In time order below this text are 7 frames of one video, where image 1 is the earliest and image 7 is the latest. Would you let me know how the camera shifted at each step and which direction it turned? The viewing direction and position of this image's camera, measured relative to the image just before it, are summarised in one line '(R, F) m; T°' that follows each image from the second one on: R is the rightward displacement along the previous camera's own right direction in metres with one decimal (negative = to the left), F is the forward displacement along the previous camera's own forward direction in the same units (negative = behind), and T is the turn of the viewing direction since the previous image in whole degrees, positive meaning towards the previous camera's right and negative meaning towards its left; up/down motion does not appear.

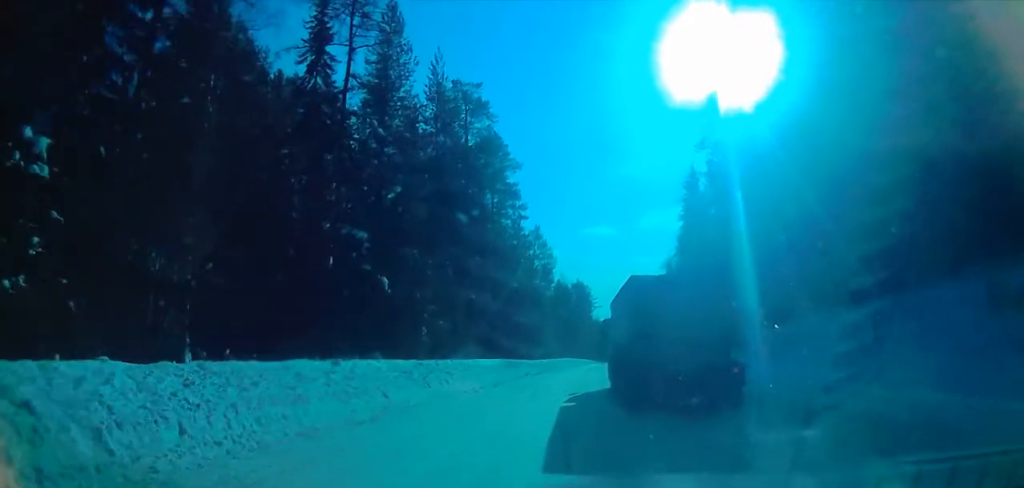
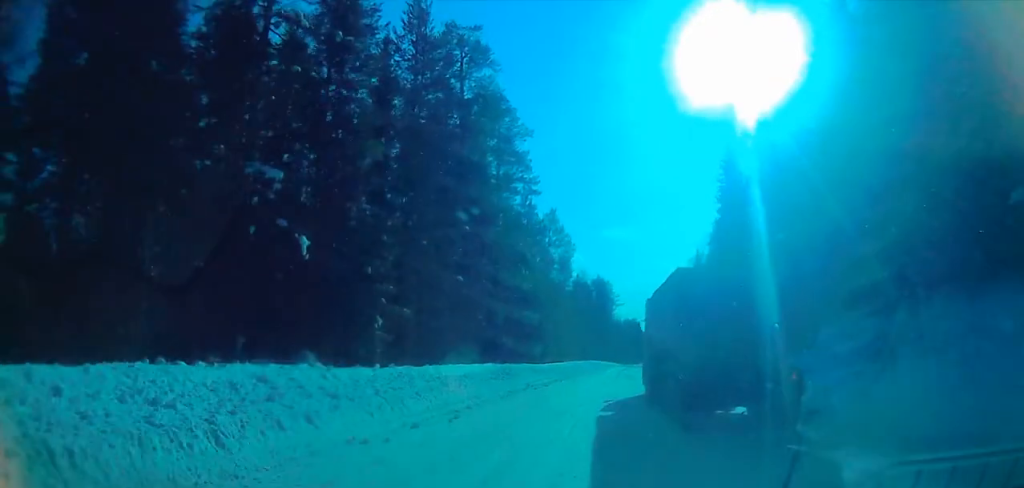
(-0.5, +13.2) m; 0°
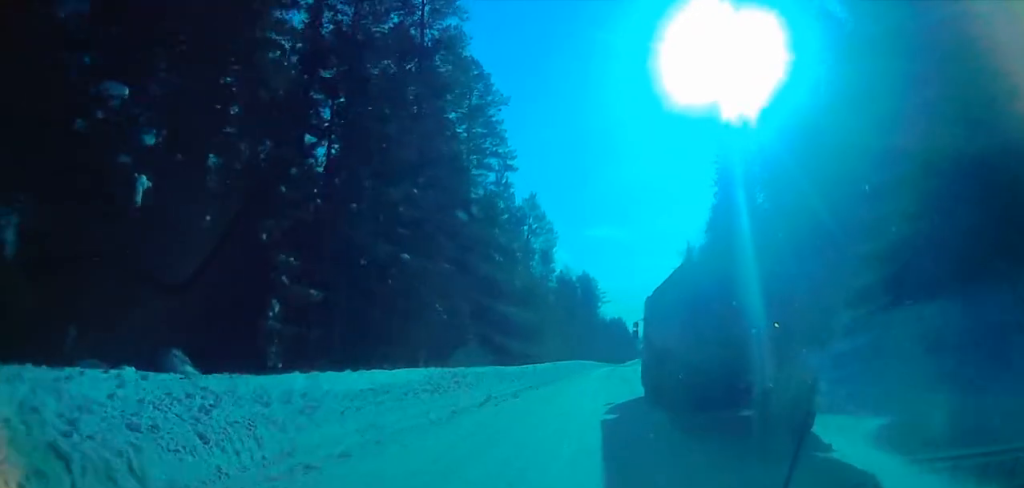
(+0.4, +8.8) m; +1°
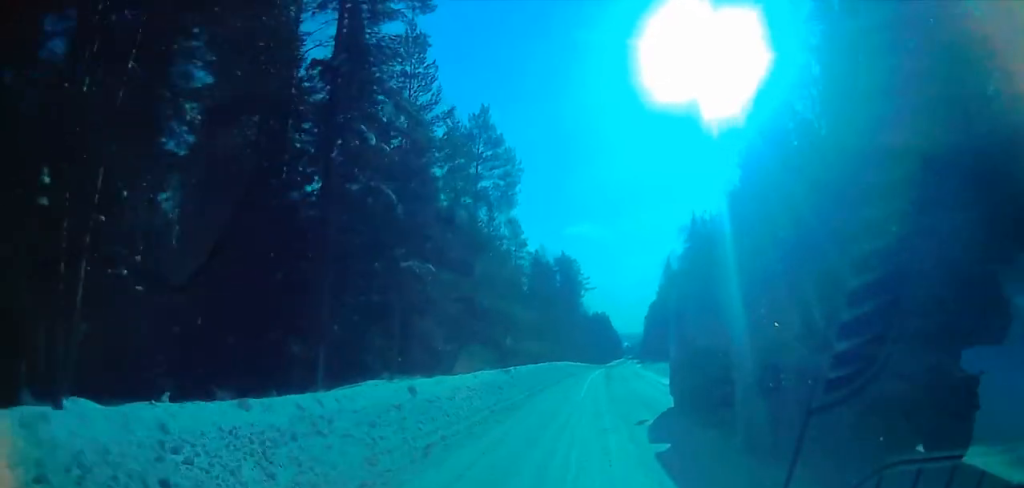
(-0.2, +25.8) m; 0°
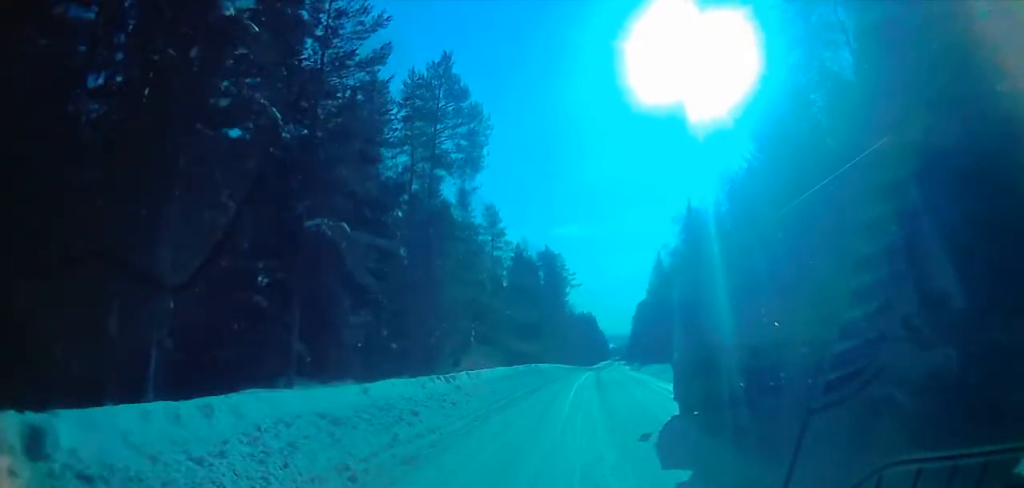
(0.0, +8.3) m; +1°
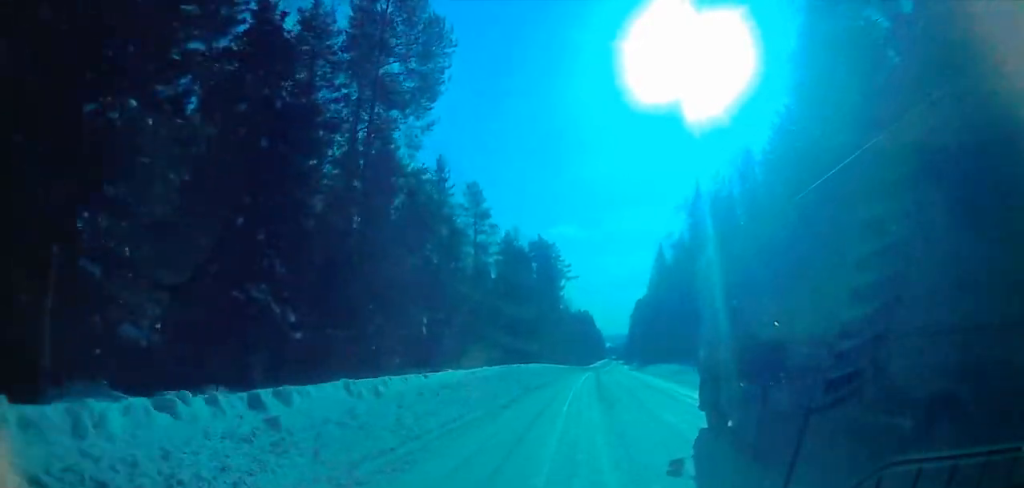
(+0.2, +10.0) m; +1°
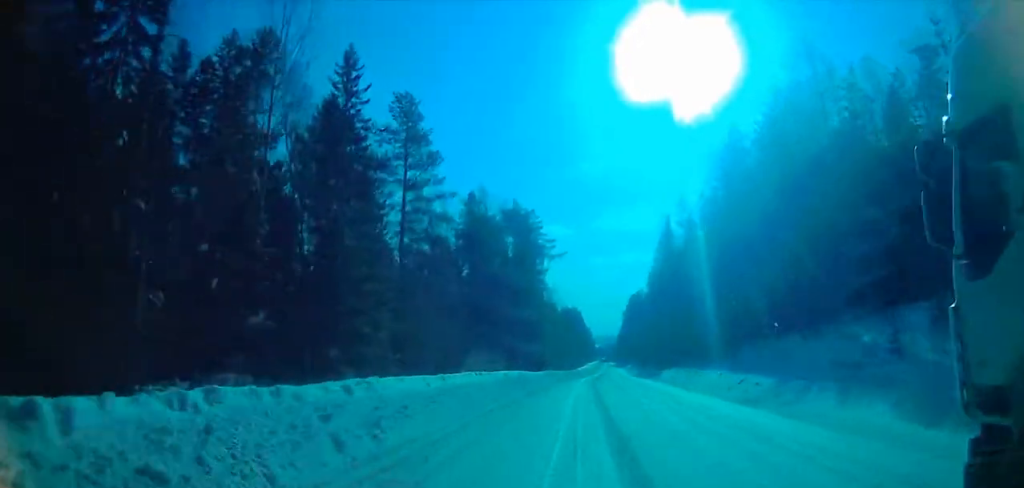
(+0.1, +23.2) m; 0°
